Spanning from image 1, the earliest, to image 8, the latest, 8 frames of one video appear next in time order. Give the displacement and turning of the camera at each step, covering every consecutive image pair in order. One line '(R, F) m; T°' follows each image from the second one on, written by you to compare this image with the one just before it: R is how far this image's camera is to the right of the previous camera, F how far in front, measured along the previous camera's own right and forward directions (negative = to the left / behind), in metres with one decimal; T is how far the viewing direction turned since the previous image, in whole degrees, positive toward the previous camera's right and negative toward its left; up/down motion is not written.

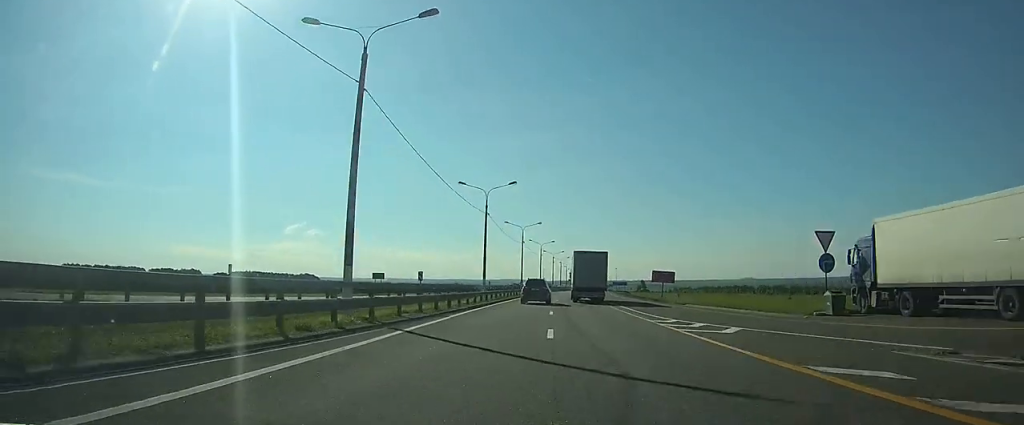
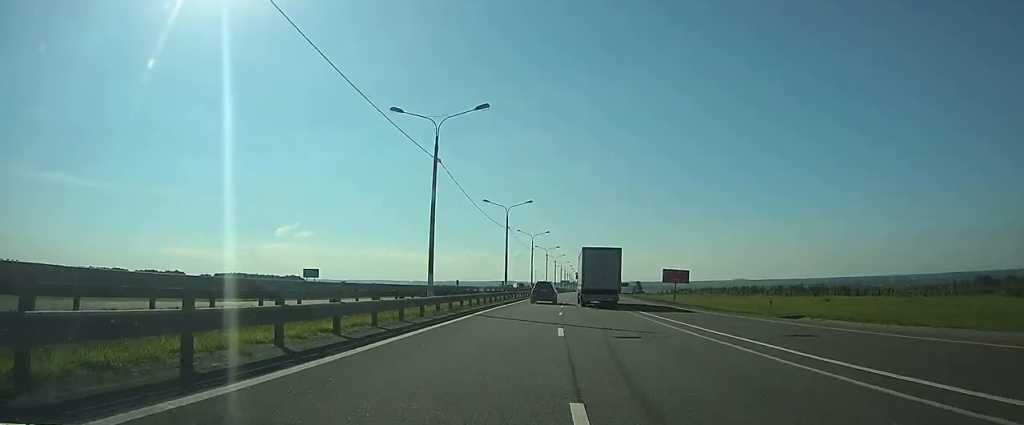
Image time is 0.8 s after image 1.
(-0.1, +22.3) m; 0°
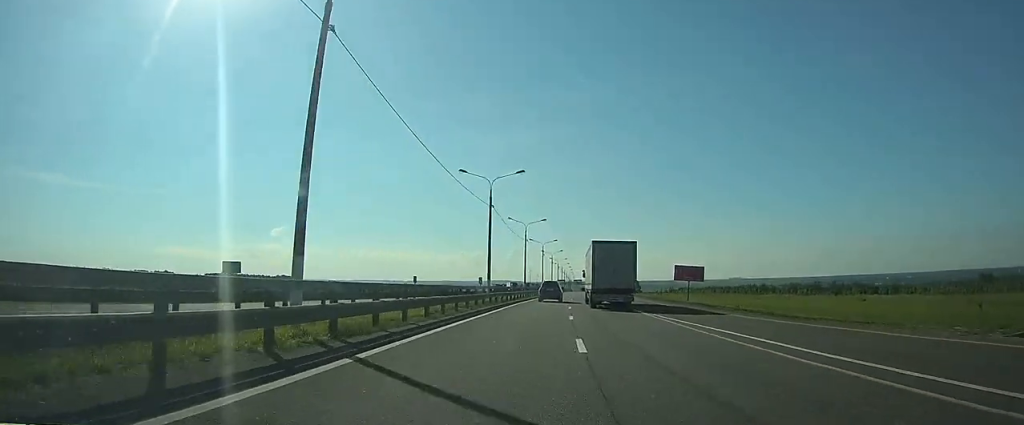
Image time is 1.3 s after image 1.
(+0.1, +15.7) m; +1°
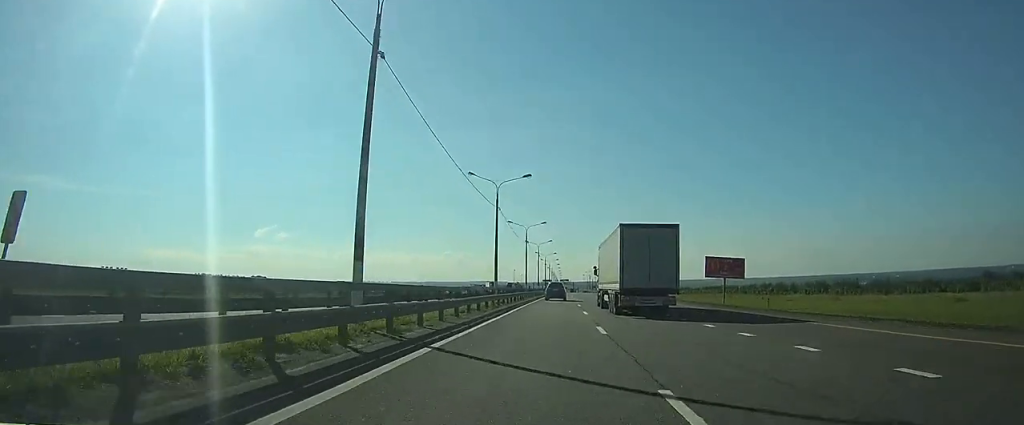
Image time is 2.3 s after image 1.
(+0.3, +30.6) m; +1°
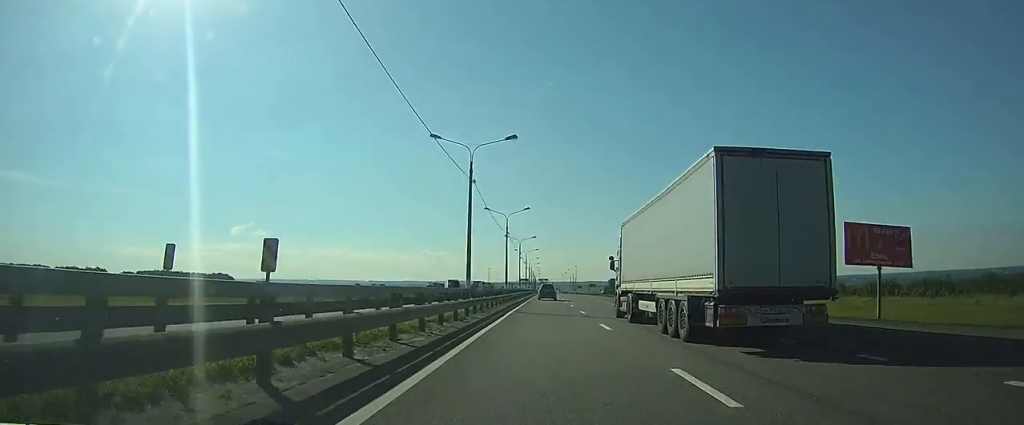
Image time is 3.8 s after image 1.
(+0.9, +45.2) m; +2°
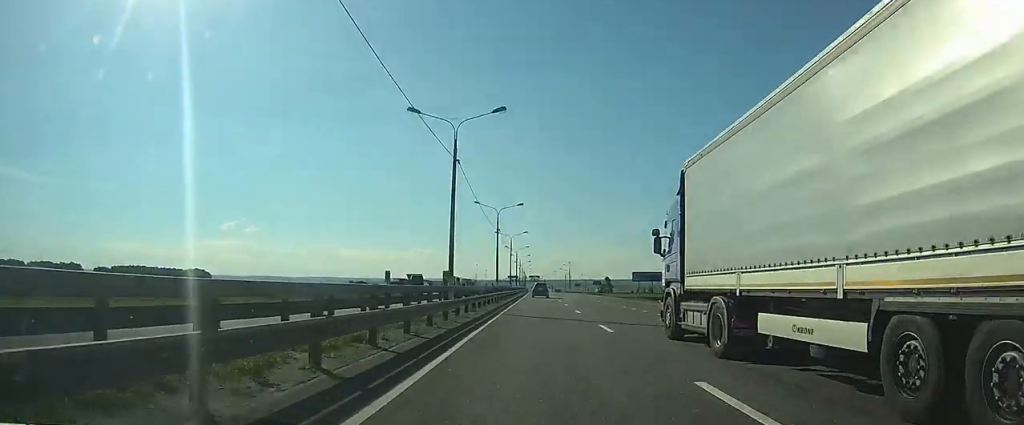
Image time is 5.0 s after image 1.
(+0.3, +36.9) m; +1°
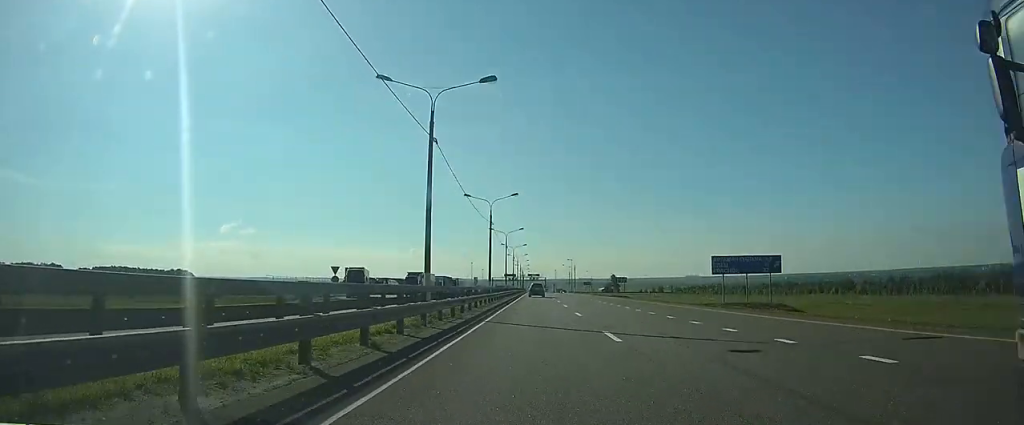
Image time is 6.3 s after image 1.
(+0.5, +38.5) m; +1°
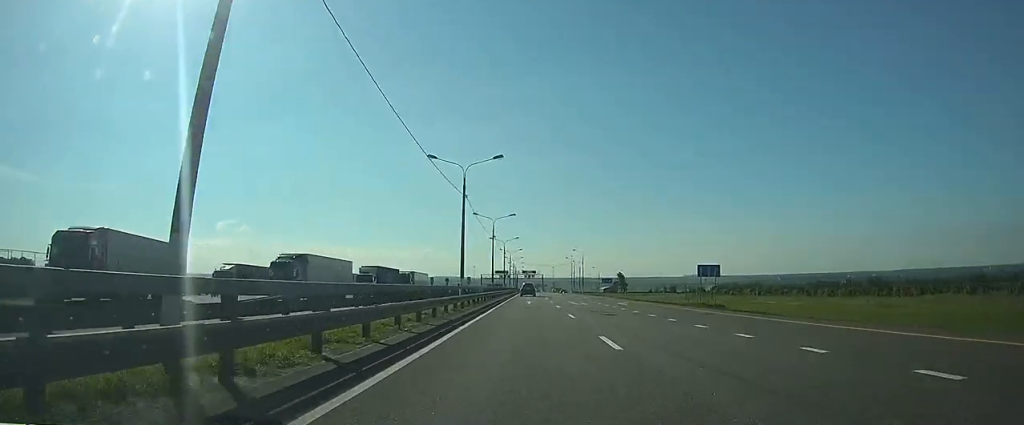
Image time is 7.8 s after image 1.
(0.0, +49.4) m; +1°
